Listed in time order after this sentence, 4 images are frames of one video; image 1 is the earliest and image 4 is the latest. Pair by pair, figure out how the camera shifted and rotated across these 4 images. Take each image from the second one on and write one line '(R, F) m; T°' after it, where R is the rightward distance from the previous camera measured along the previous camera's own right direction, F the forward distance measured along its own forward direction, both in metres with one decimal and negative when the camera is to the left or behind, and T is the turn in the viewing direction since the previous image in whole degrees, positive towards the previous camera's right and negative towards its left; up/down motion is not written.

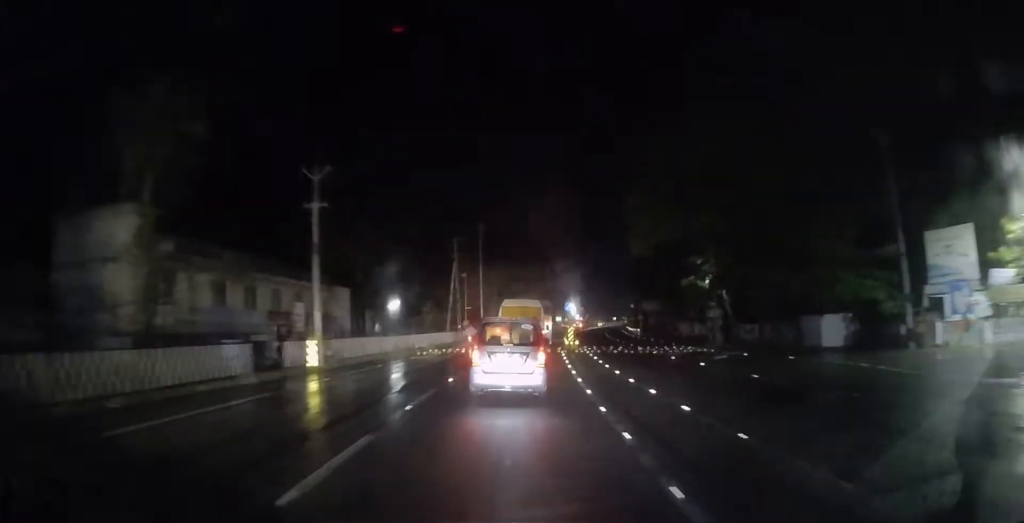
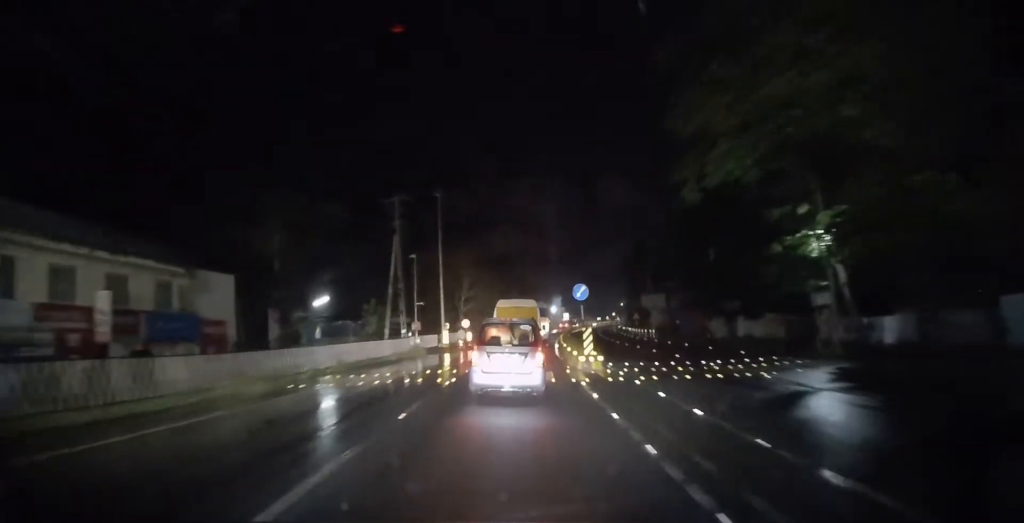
(+0.3, +18.1) m; +2°
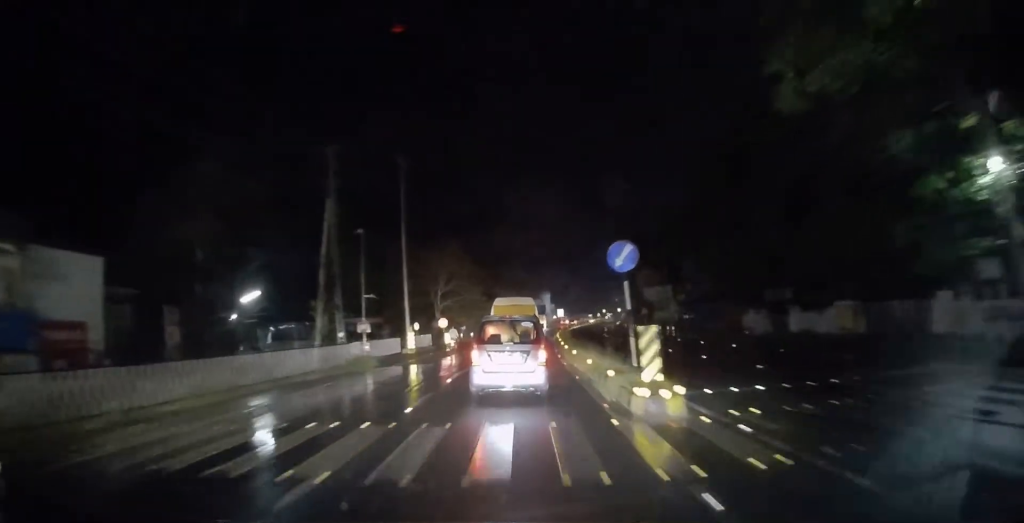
(0.0, +10.9) m; +1°
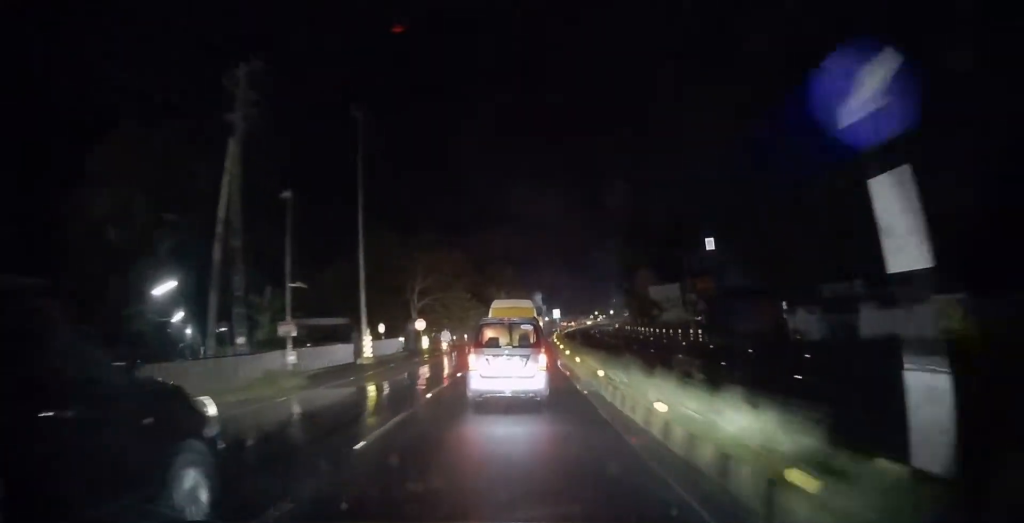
(+0.1, +8.9) m; 0°
